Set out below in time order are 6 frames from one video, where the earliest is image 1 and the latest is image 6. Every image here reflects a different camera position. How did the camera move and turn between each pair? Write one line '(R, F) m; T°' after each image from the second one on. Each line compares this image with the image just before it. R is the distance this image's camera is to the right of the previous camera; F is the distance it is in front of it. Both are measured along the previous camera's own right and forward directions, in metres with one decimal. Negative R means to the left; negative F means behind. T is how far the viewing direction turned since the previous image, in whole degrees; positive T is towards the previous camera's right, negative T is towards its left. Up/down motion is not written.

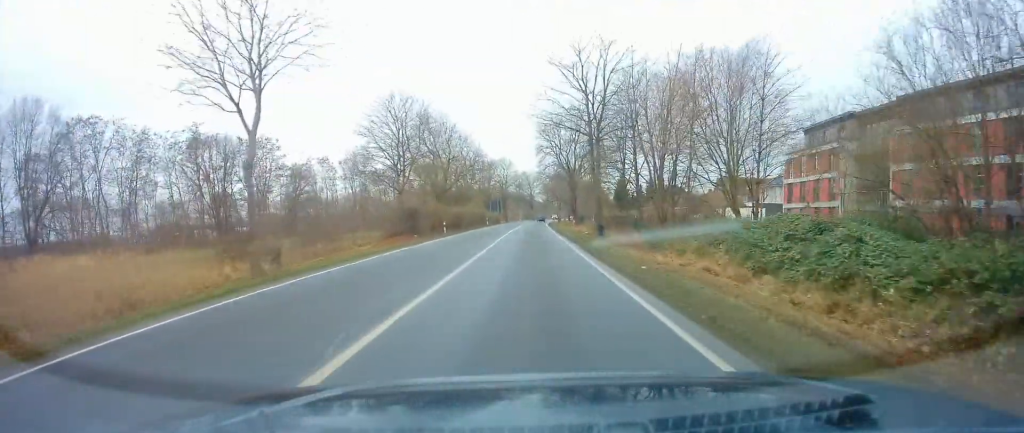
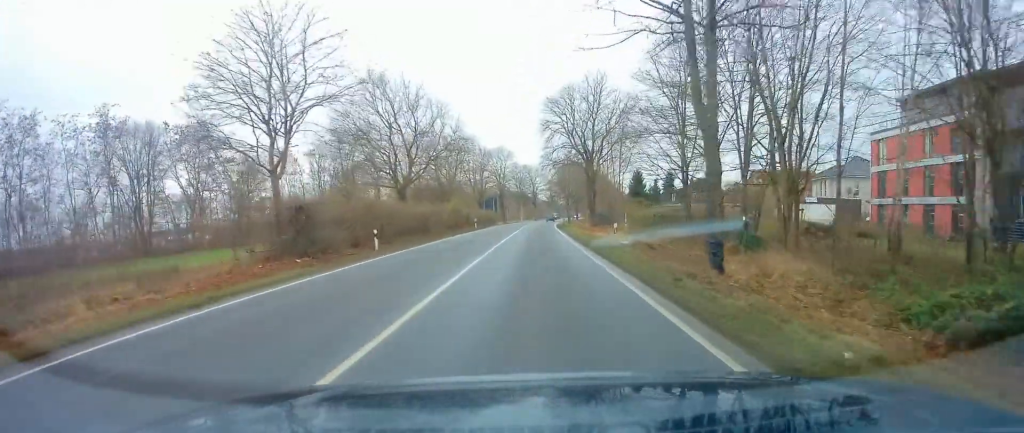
(-0.3, +20.5) m; 0°
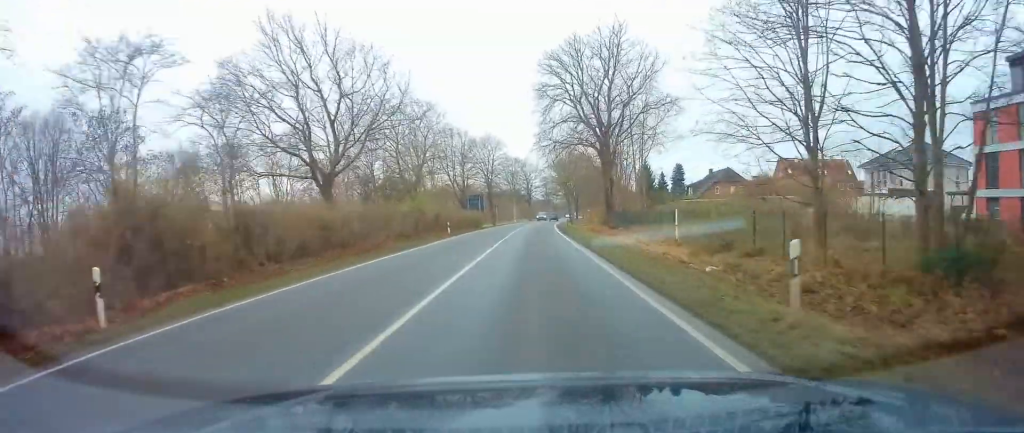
(+0.2, +16.6) m; +1°
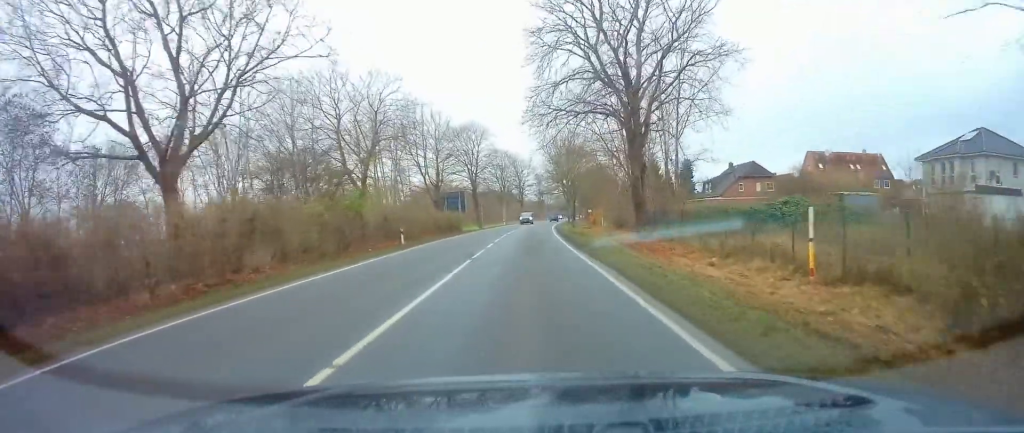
(+0.1, +13.9) m; +1°
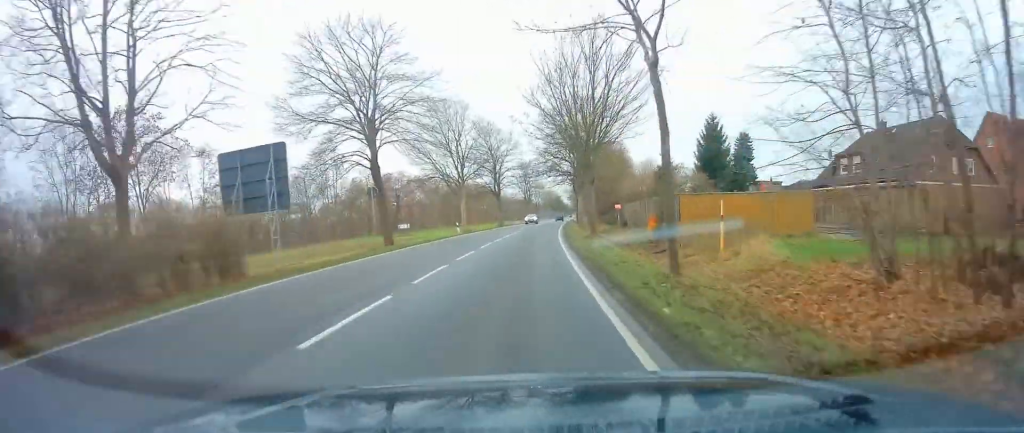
(+0.7, +43.4) m; +1°
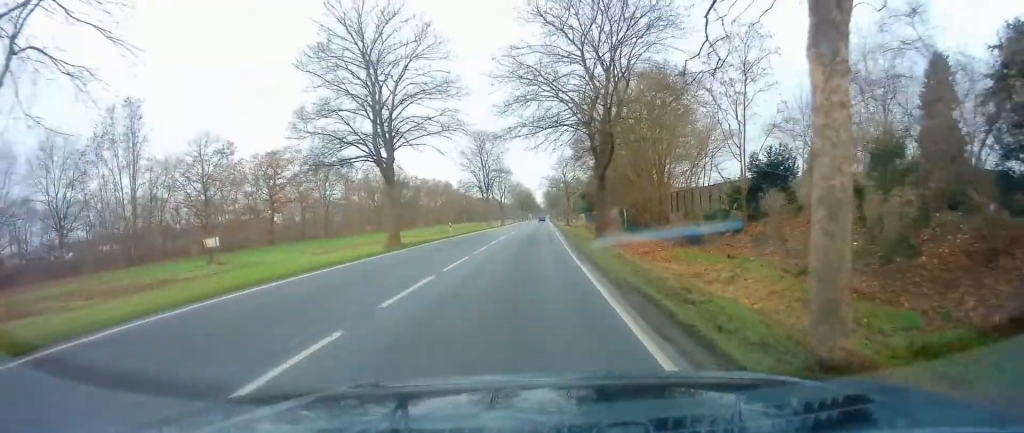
(+2.0, +51.1) m; +5°
